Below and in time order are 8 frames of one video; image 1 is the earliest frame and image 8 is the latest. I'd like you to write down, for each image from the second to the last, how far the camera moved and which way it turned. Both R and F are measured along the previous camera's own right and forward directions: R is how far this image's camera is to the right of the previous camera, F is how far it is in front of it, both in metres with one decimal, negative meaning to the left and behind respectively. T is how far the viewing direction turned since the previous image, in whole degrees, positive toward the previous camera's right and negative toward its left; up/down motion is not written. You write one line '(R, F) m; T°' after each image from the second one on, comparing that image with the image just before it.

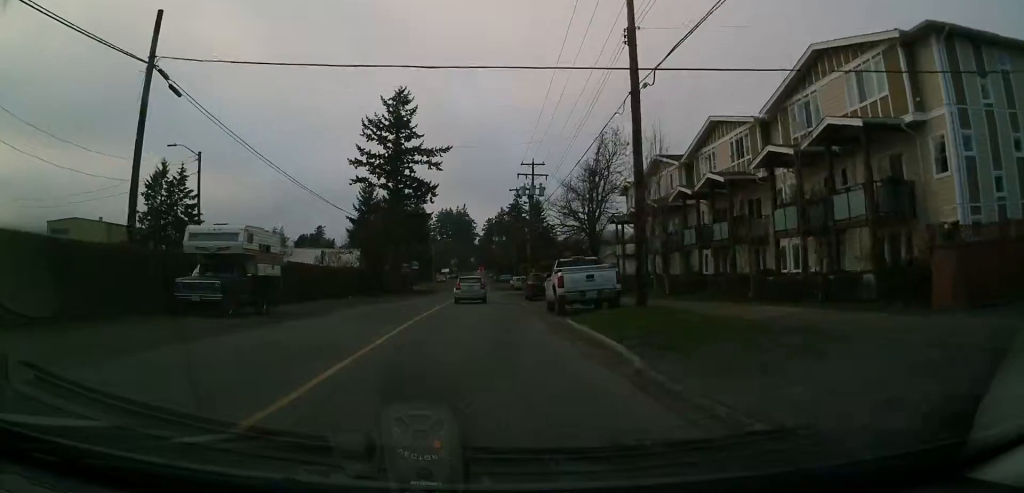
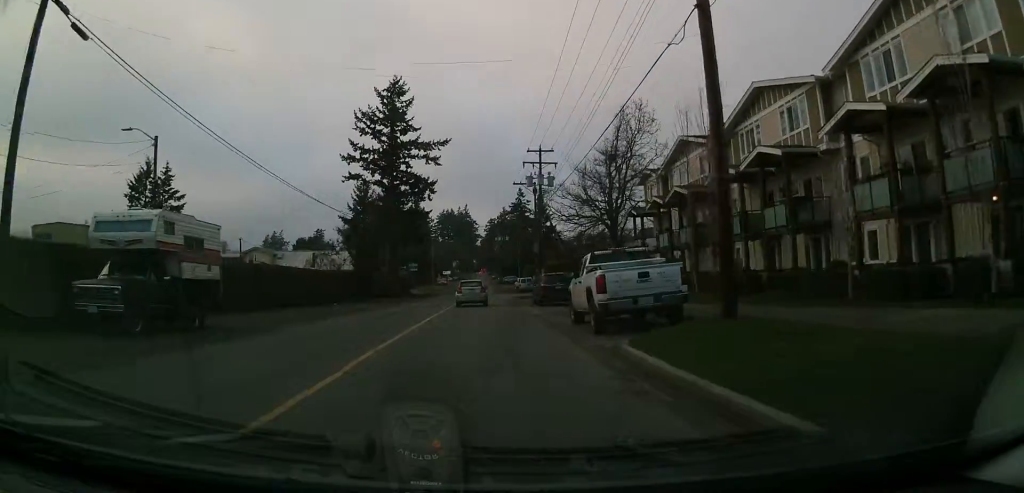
(0.0, +6.1) m; 0°
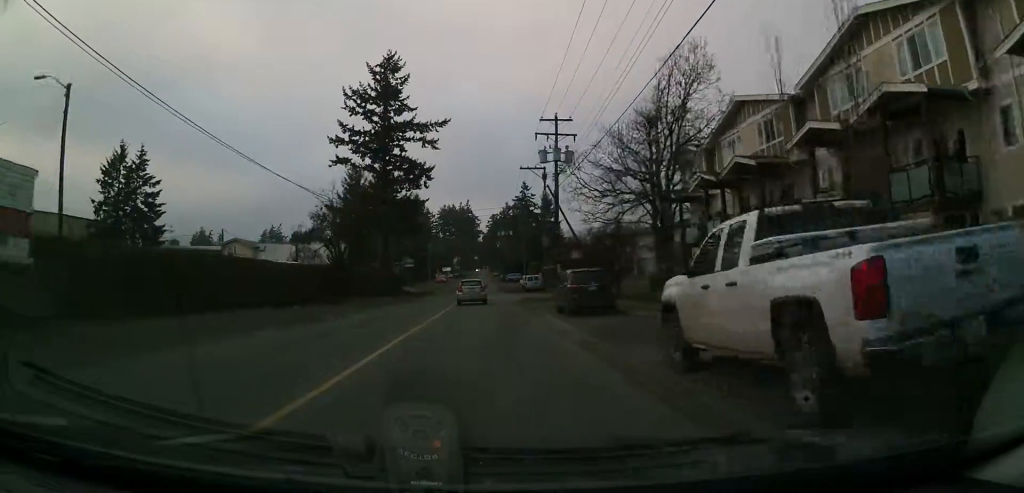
(+0.1, +9.1) m; 0°
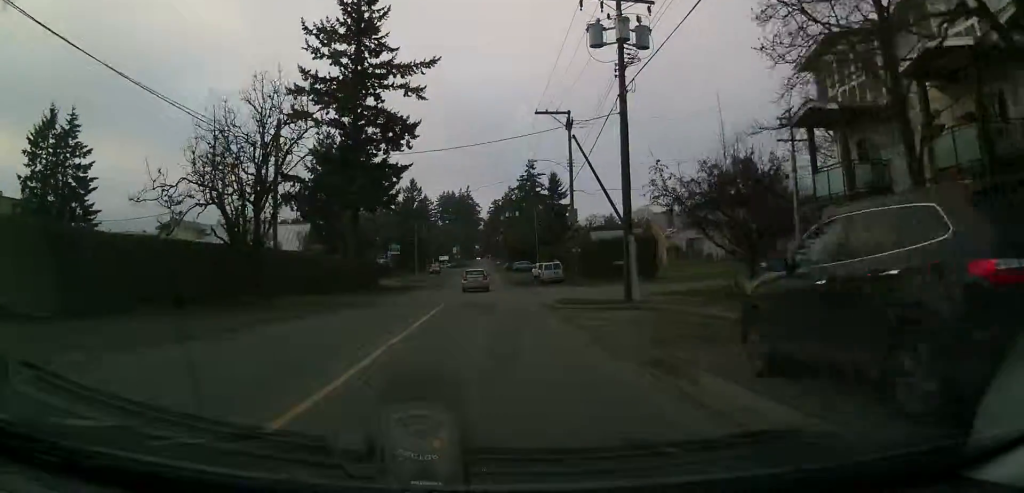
(0.0, +18.2) m; 0°
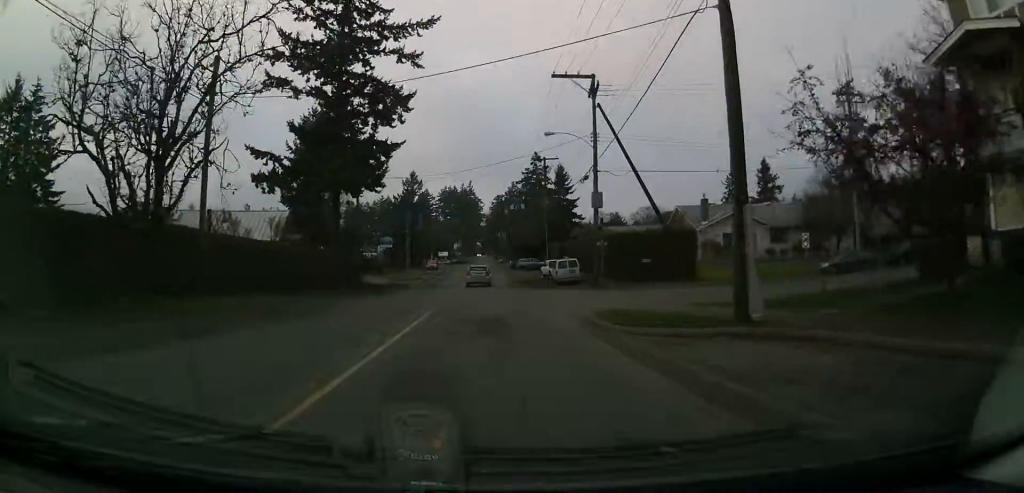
(0.0, +8.5) m; 0°
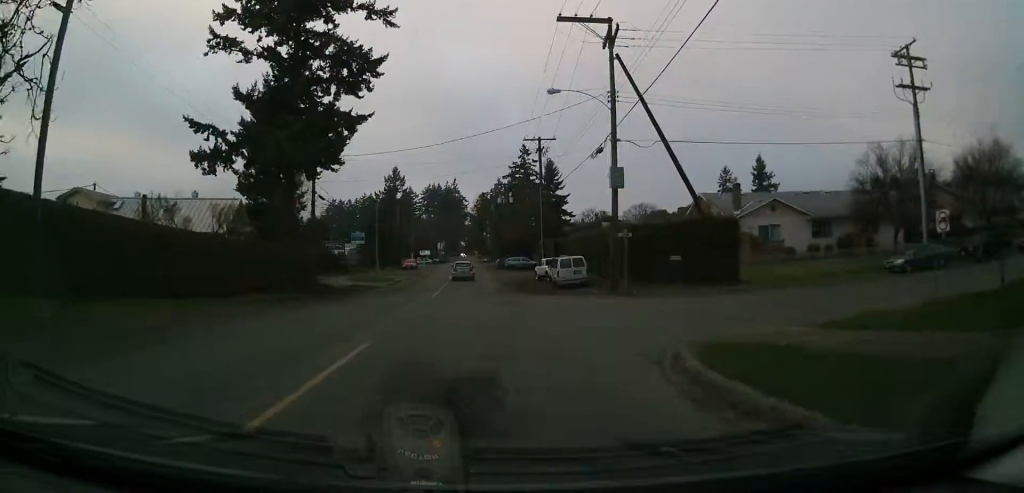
(0.0, +9.3) m; 0°
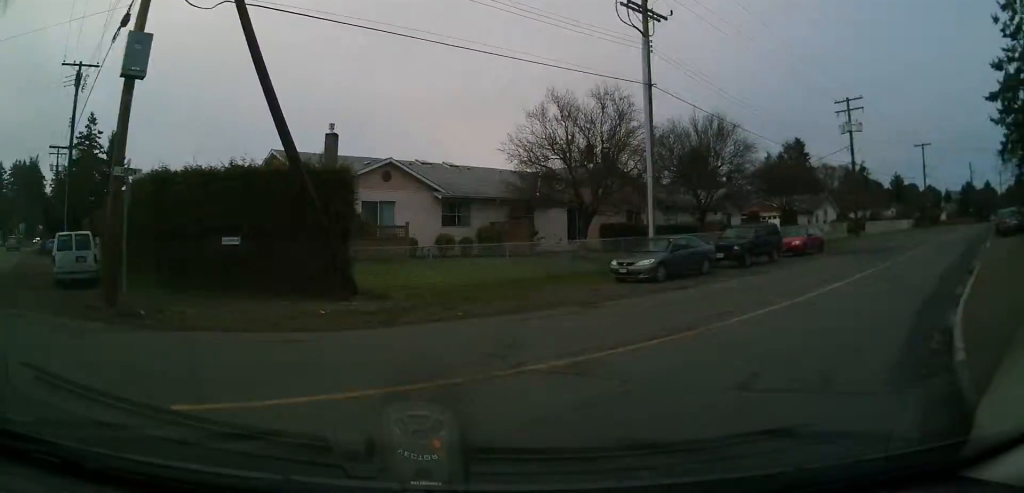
(+0.7, +16.9) m; +30°
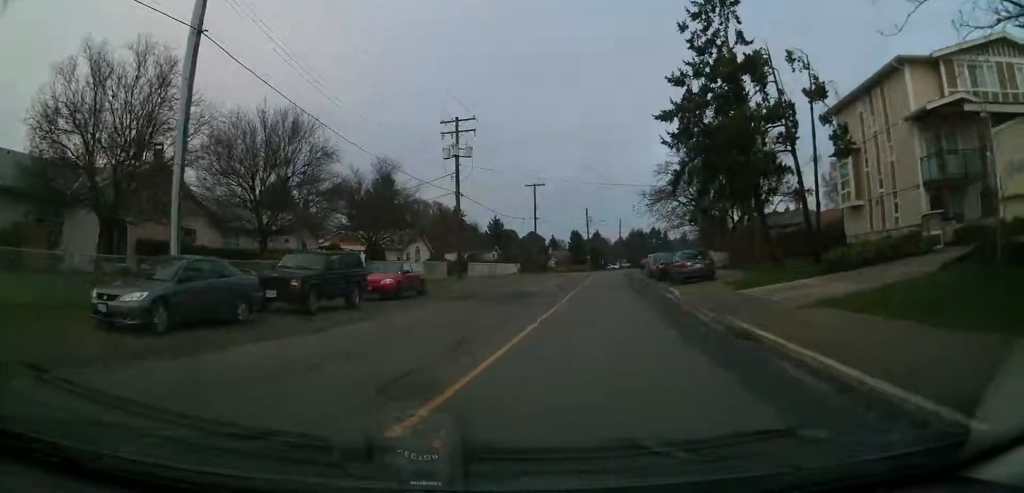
(+4.1, +6.5) m; +44°
